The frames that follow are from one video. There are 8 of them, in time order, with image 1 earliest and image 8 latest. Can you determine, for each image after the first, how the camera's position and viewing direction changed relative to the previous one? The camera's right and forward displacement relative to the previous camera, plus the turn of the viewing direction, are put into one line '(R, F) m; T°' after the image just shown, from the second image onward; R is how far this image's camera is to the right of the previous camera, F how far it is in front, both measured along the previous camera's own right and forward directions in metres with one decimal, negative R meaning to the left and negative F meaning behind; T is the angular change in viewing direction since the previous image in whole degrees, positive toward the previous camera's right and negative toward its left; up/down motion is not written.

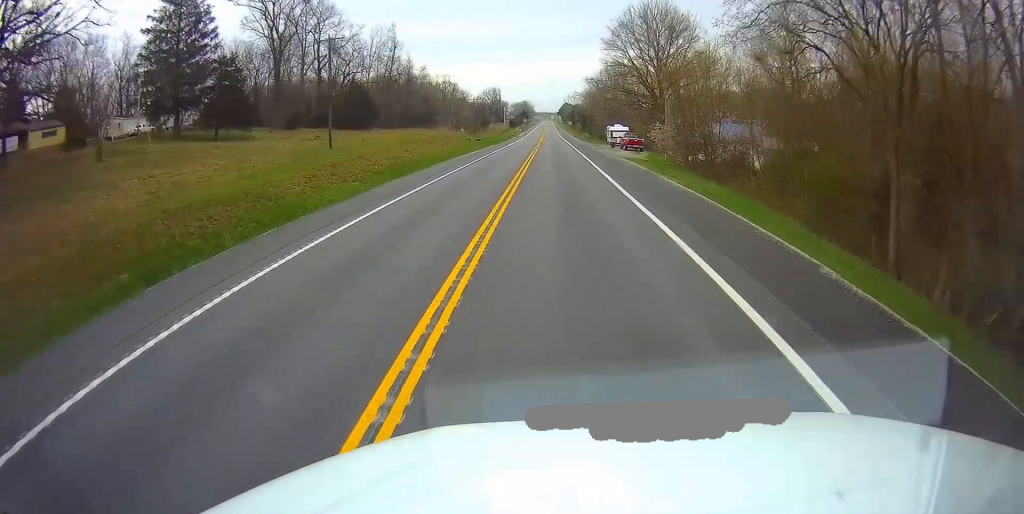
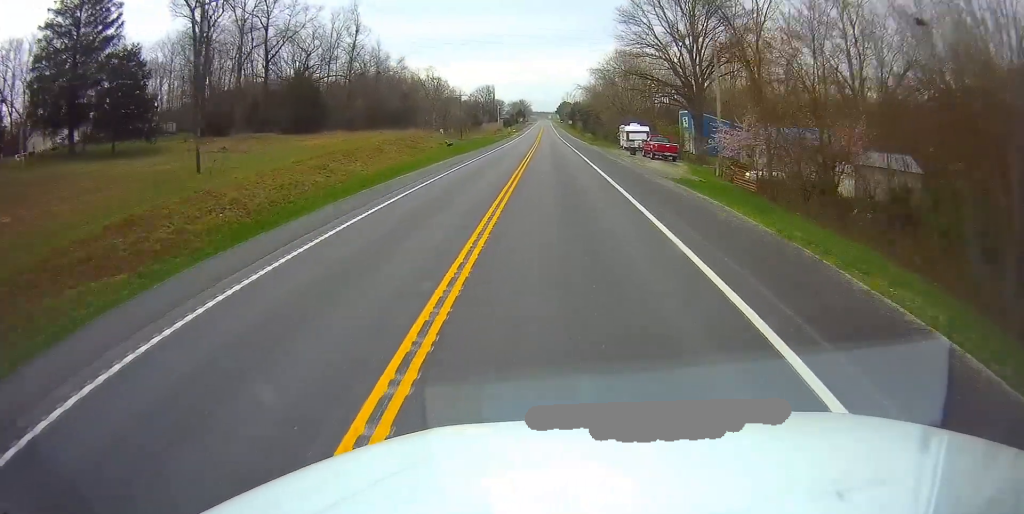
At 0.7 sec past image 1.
(0.0, +17.8) m; 0°
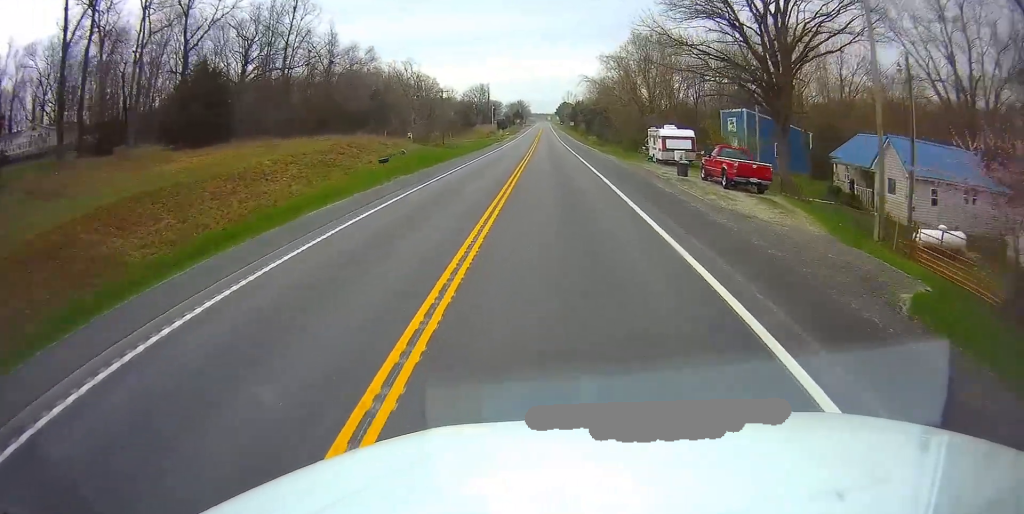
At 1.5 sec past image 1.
(0.0, +19.4) m; 0°
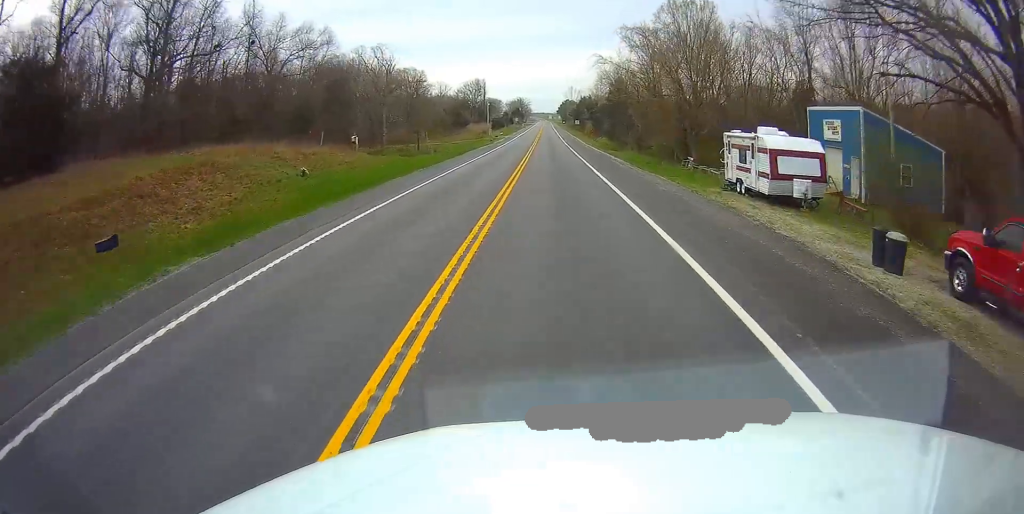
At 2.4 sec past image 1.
(0.0, +20.2) m; 0°
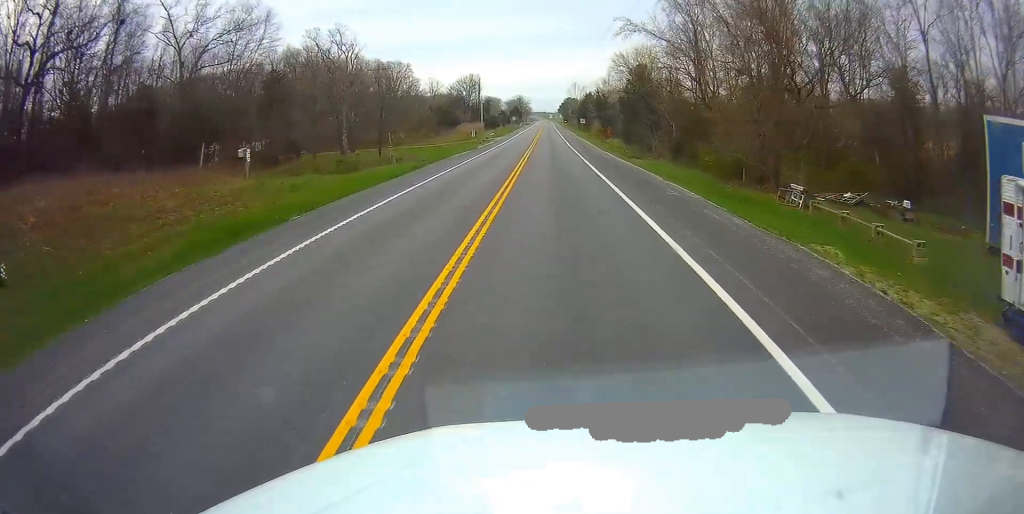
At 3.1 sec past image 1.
(0.0, +18.5) m; 0°
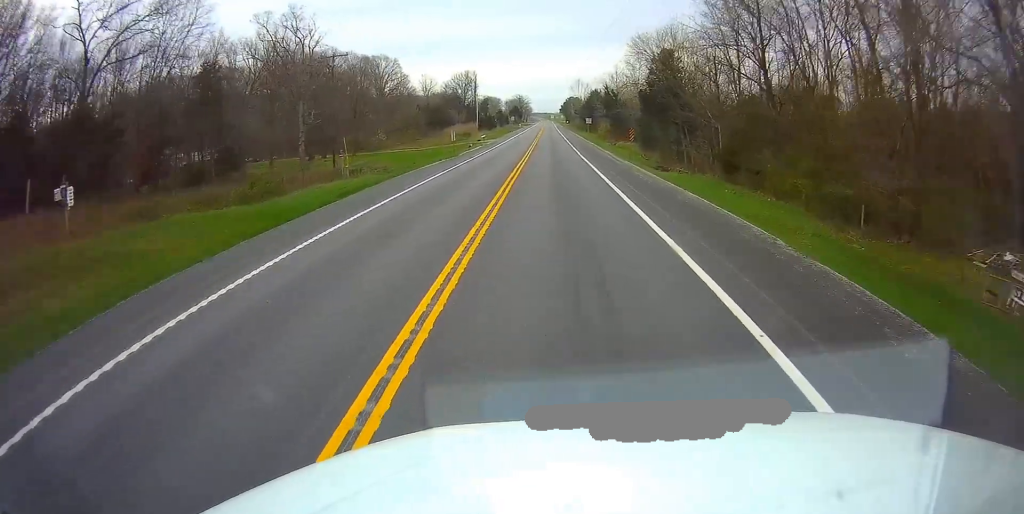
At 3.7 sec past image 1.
(0.0, +13.7) m; 0°
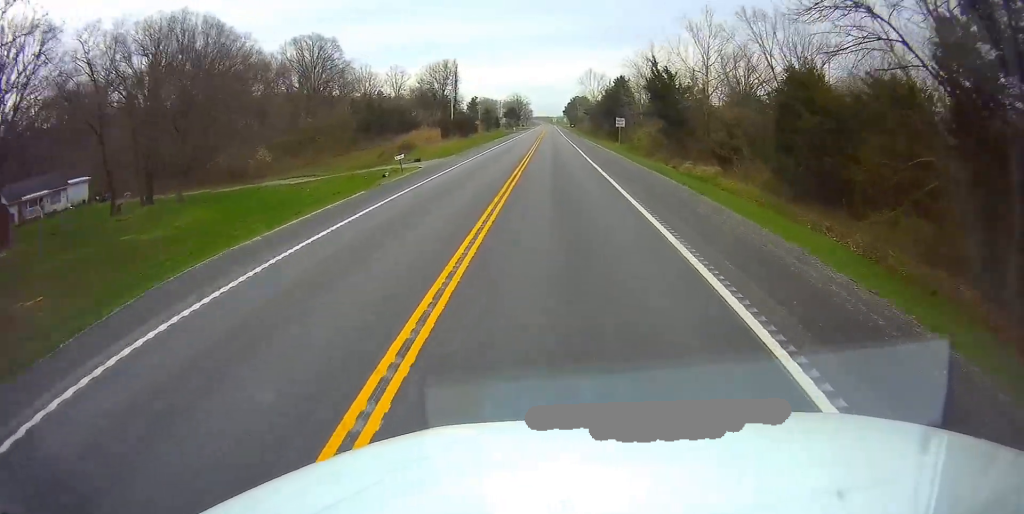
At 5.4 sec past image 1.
(0.0, +41.8) m; 0°
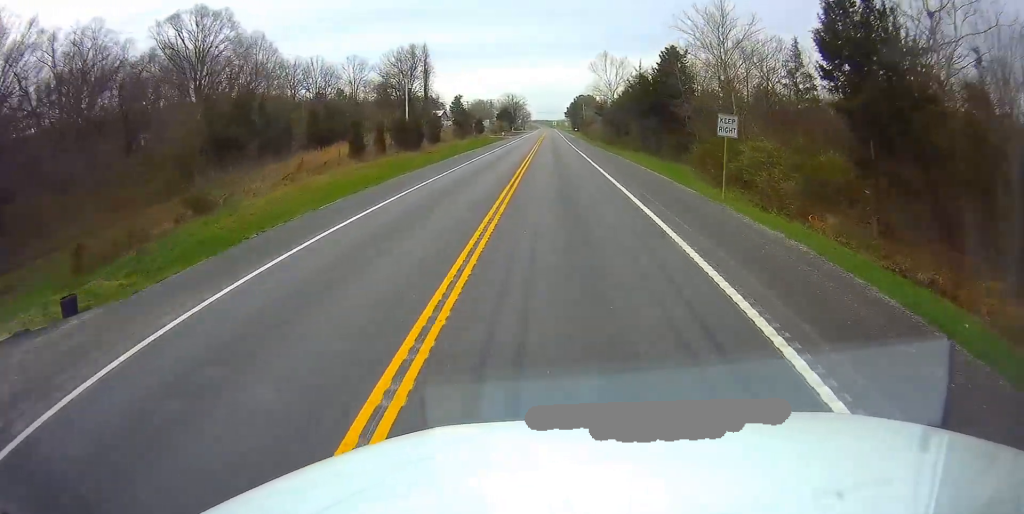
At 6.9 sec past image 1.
(-0.1, +34.9) m; 0°
